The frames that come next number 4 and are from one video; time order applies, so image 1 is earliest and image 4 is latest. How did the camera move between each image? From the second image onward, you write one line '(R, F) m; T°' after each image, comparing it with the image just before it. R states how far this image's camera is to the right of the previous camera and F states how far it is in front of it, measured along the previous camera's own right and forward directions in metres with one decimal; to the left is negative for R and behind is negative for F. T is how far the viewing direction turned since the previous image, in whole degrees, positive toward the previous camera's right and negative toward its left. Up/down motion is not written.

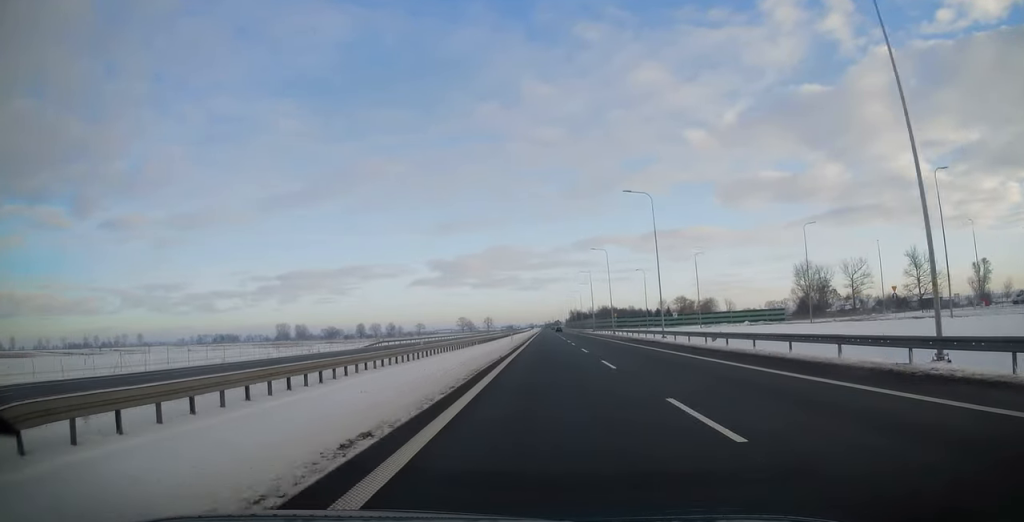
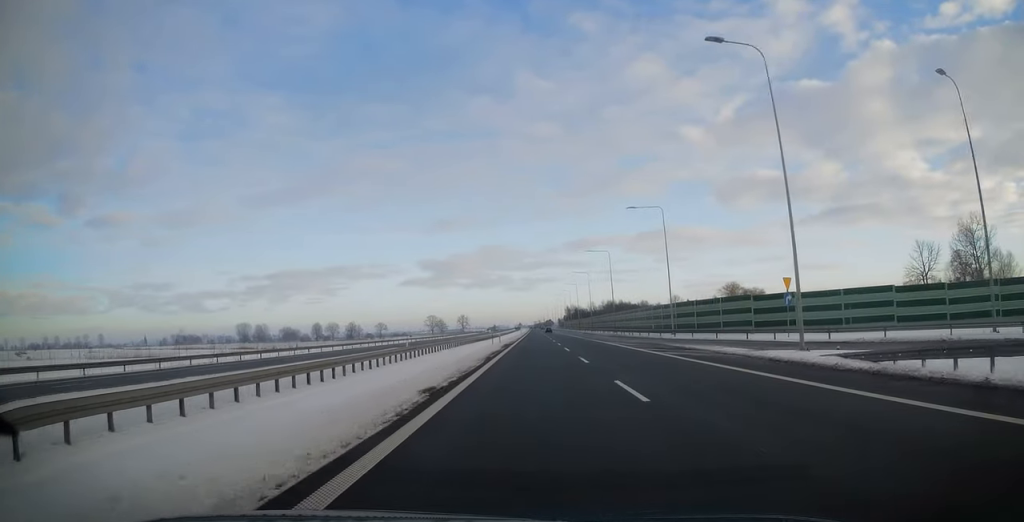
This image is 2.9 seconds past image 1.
(+0.8, +101.7) m; +1°
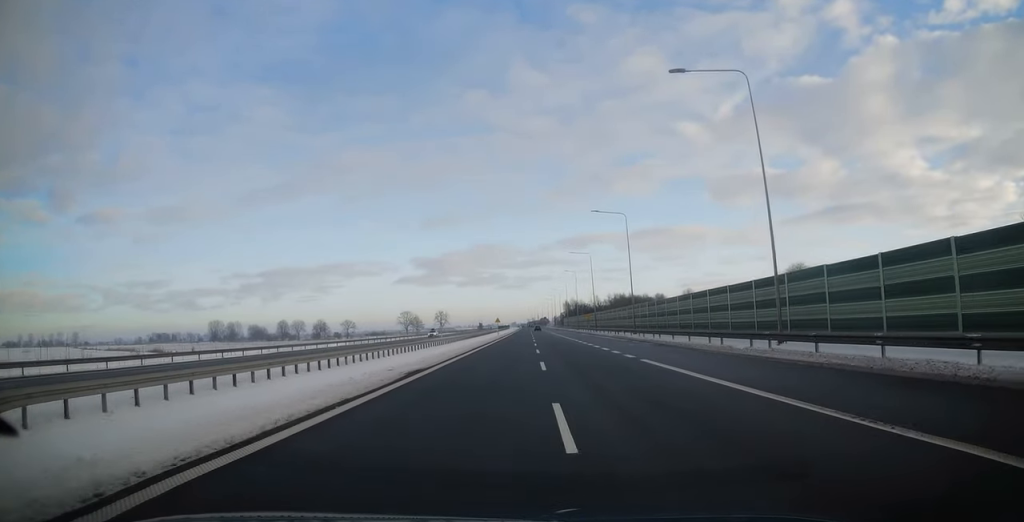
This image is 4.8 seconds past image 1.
(+0.3, +55.1) m; 0°
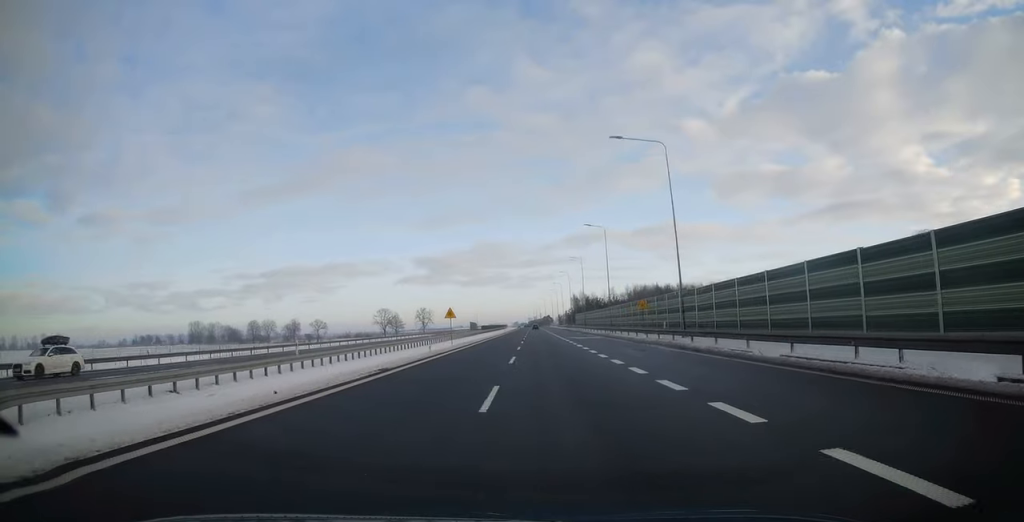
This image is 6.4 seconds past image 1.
(-0.2, +53.2) m; 0°
